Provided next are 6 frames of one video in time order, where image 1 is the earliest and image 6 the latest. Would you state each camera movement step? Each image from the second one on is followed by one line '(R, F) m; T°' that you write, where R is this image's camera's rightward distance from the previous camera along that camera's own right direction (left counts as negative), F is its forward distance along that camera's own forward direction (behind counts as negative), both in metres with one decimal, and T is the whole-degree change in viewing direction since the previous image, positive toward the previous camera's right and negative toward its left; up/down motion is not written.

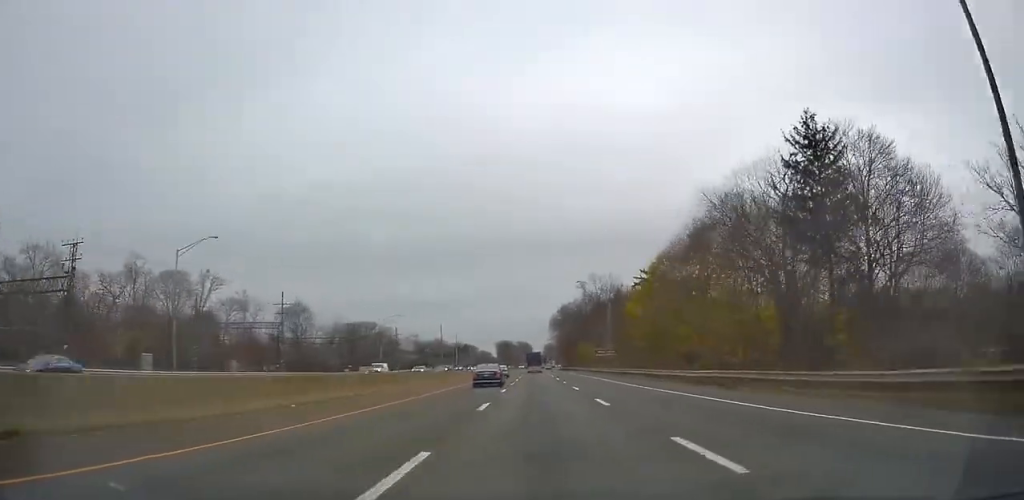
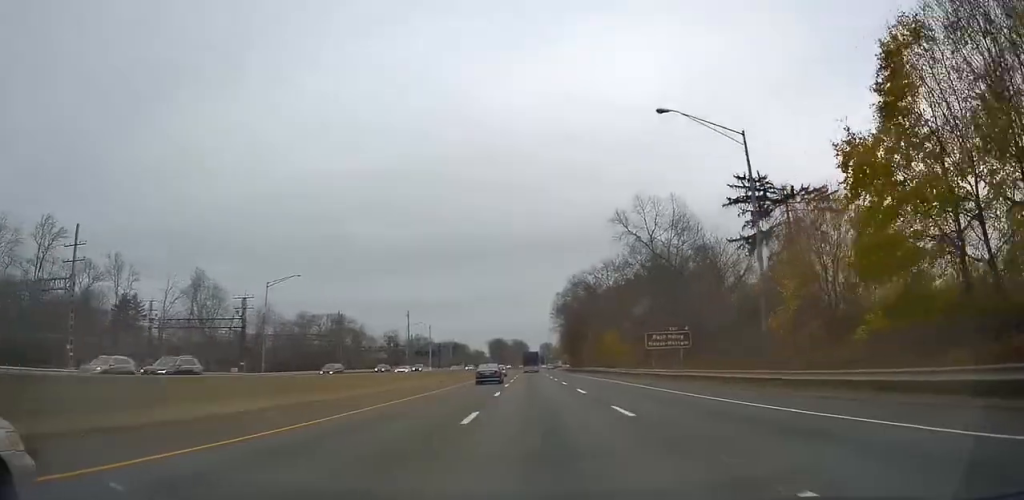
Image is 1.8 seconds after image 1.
(-0.8, +52.8) m; -1°
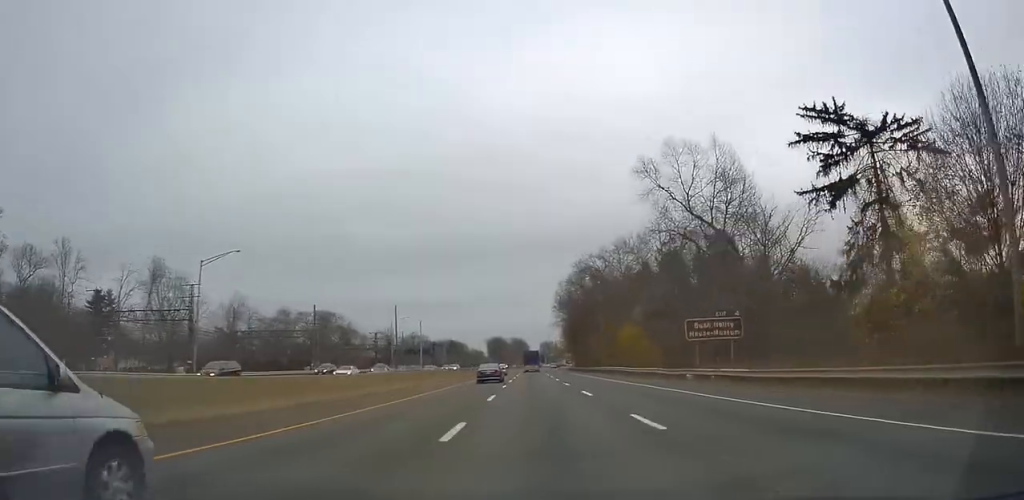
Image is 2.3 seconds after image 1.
(0.0, +15.3) m; 0°
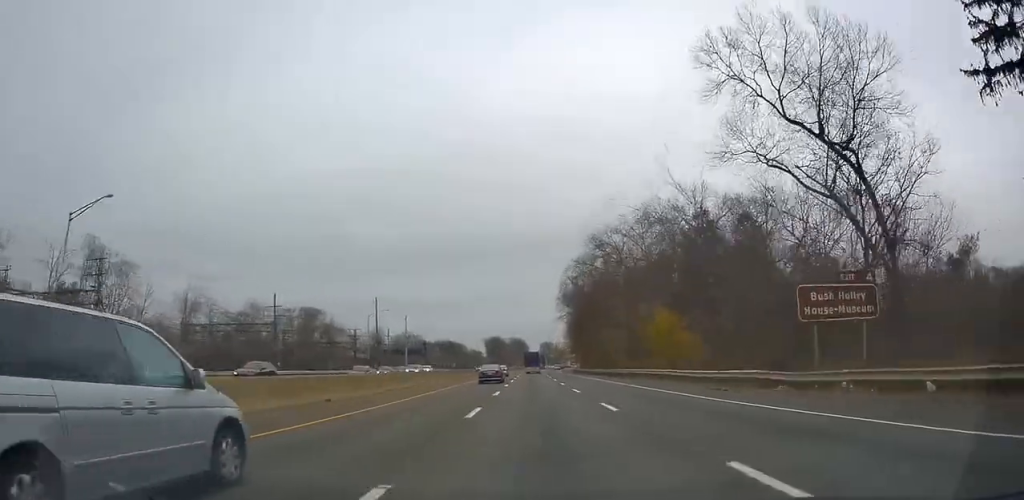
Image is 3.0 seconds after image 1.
(0.0, +19.3) m; 0°
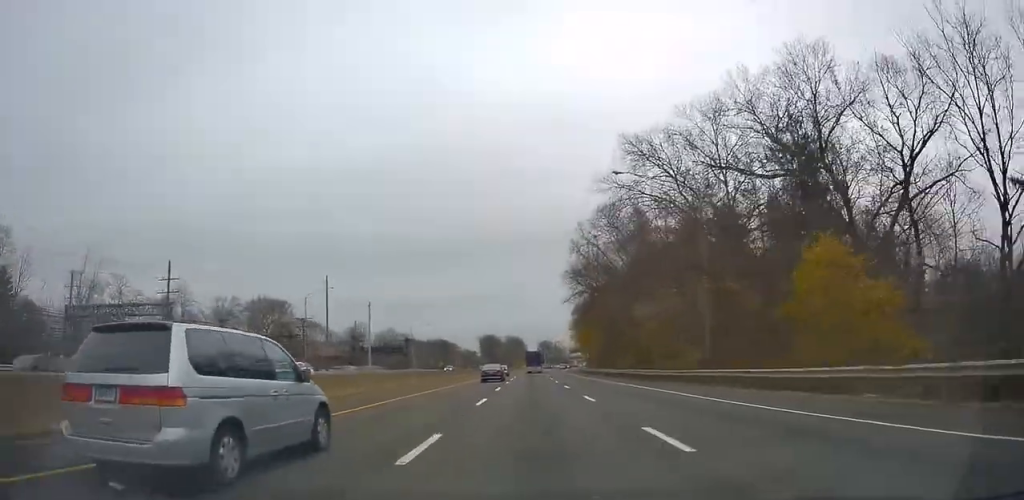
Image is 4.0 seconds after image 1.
(0.0, +31.7) m; 0°
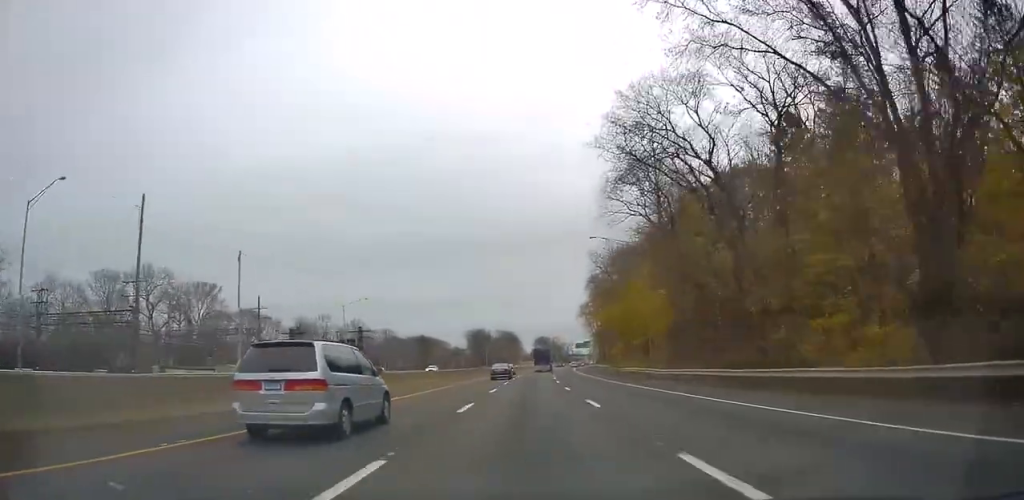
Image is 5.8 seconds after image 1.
(+0.7, +52.2) m; +1°
